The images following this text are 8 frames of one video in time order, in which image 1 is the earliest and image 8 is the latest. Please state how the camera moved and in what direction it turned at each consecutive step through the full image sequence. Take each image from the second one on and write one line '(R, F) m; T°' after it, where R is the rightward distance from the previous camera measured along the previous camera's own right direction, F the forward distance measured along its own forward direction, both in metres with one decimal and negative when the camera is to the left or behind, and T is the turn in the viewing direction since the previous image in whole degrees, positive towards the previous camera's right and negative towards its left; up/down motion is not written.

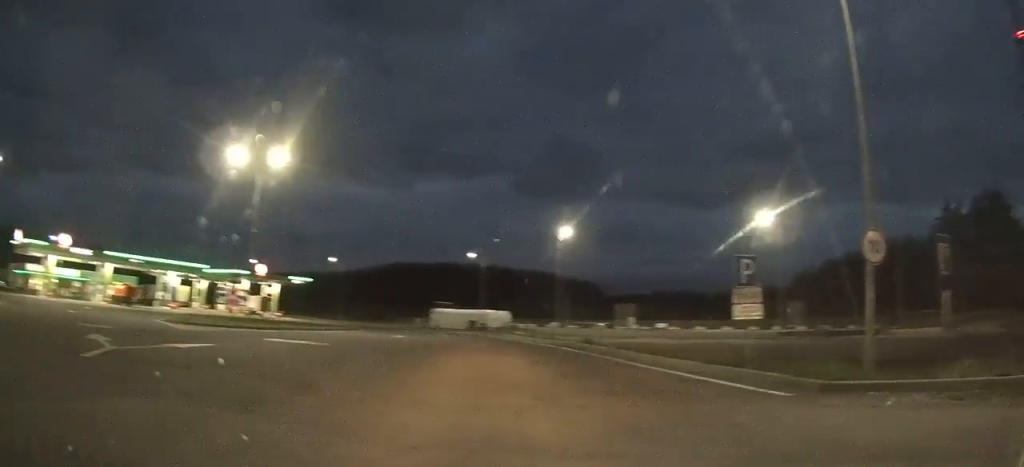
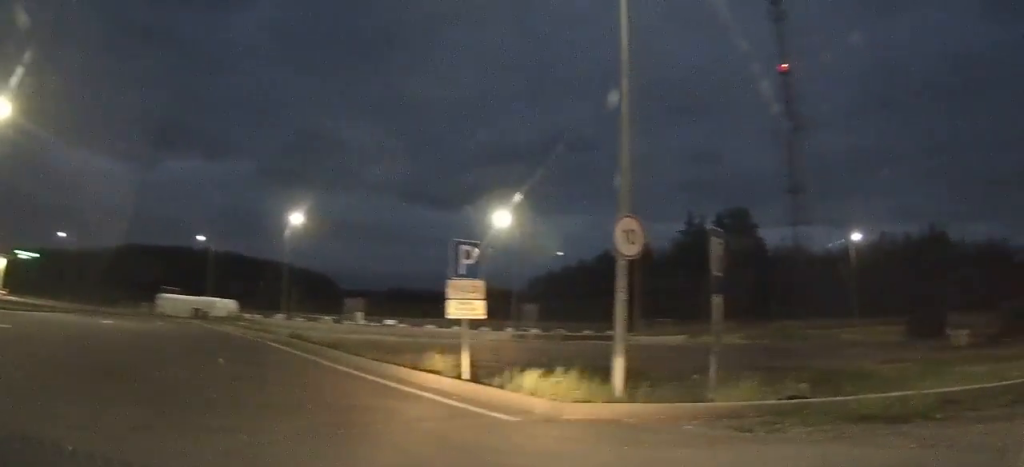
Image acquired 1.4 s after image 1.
(+0.8, +2.8) m; +34°
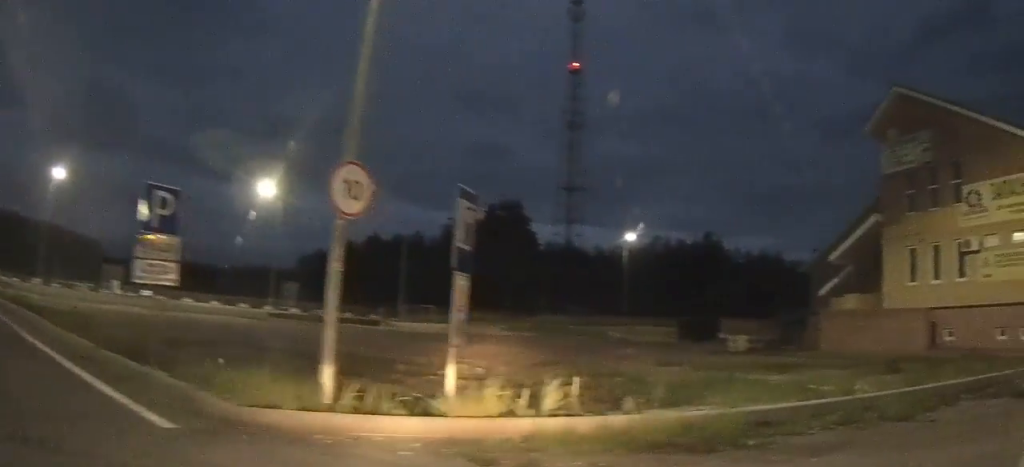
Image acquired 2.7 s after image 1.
(+0.8, +2.3) m; +34°
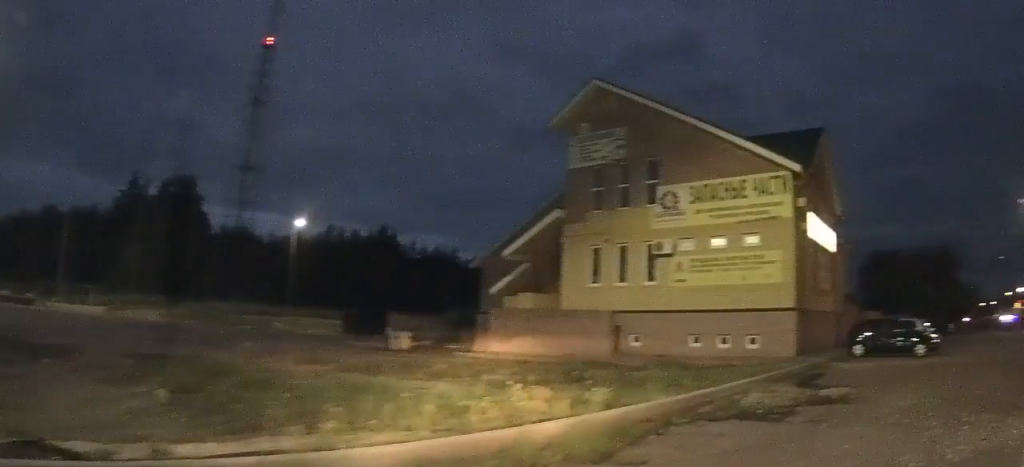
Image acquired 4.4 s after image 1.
(+0.8, +2.5) m; +28°
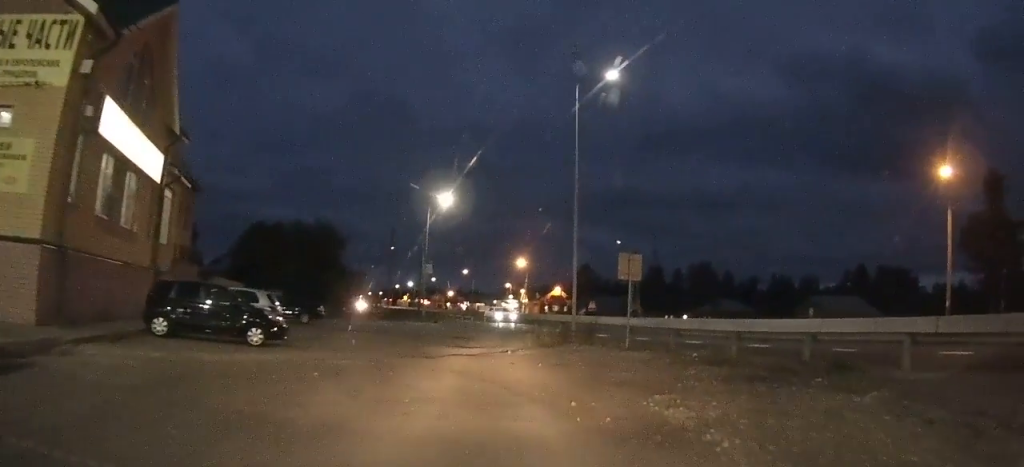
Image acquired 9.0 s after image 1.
(+4.8, +7.0) m; +53°
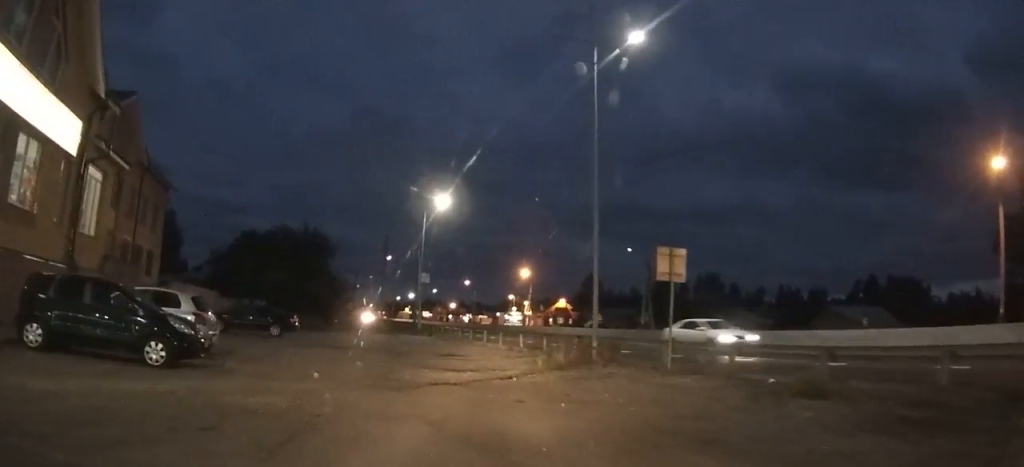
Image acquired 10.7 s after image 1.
(+0.4, +4.5) m; +2°
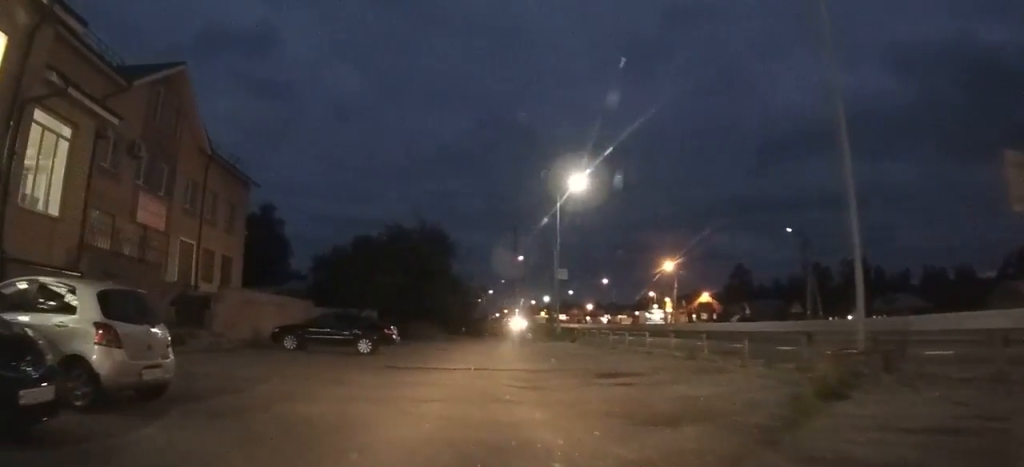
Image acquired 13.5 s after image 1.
(-0.8, +8.1) m; -11°
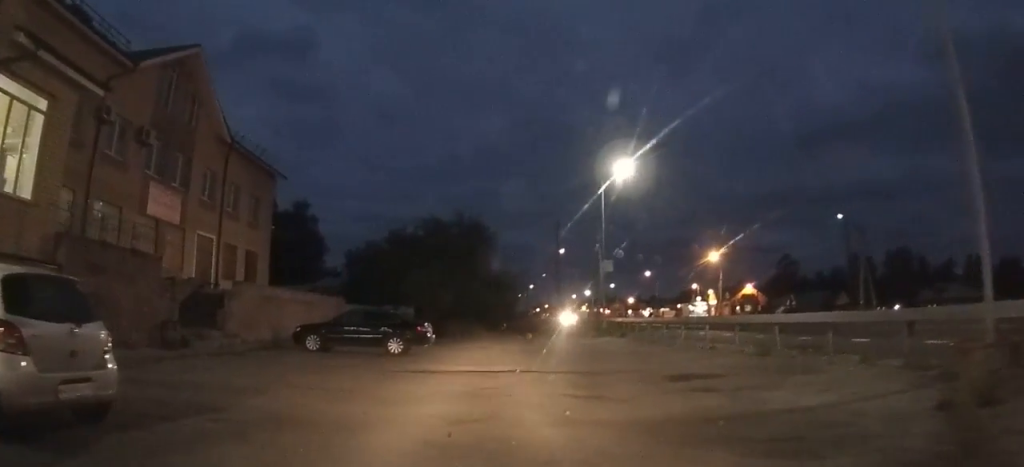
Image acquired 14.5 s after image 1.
(0.0, +2.7) m; -5°
